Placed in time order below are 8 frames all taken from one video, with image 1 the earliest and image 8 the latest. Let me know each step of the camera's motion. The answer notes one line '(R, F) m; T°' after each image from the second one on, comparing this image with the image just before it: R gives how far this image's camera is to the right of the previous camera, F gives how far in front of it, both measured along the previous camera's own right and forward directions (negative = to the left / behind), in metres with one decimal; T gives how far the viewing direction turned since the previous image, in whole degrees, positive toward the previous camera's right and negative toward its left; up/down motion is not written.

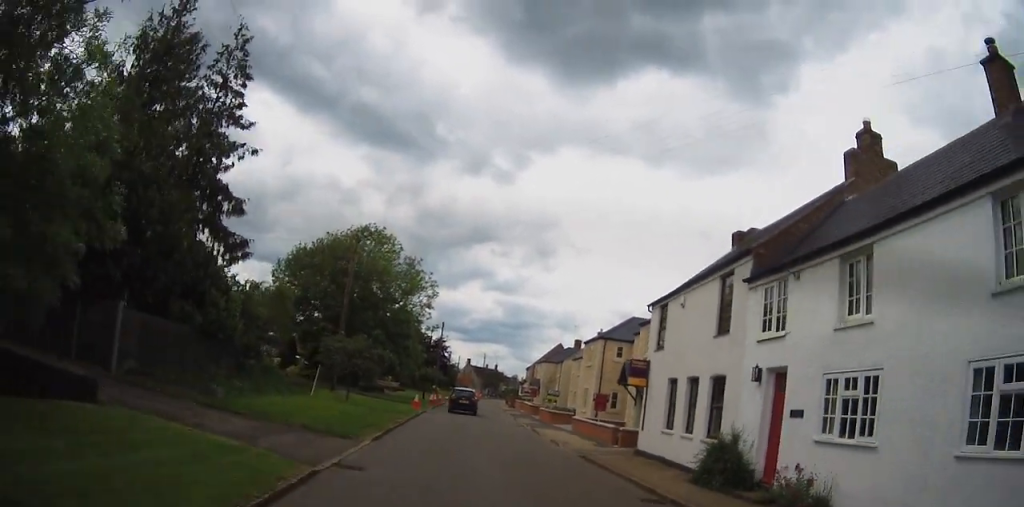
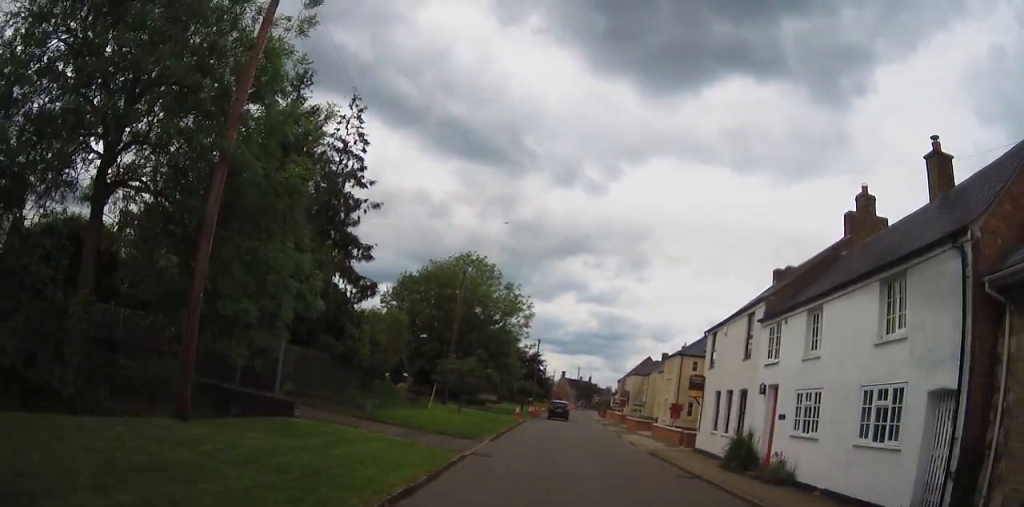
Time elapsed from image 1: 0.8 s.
(-0.5, +4.9) m; -9°
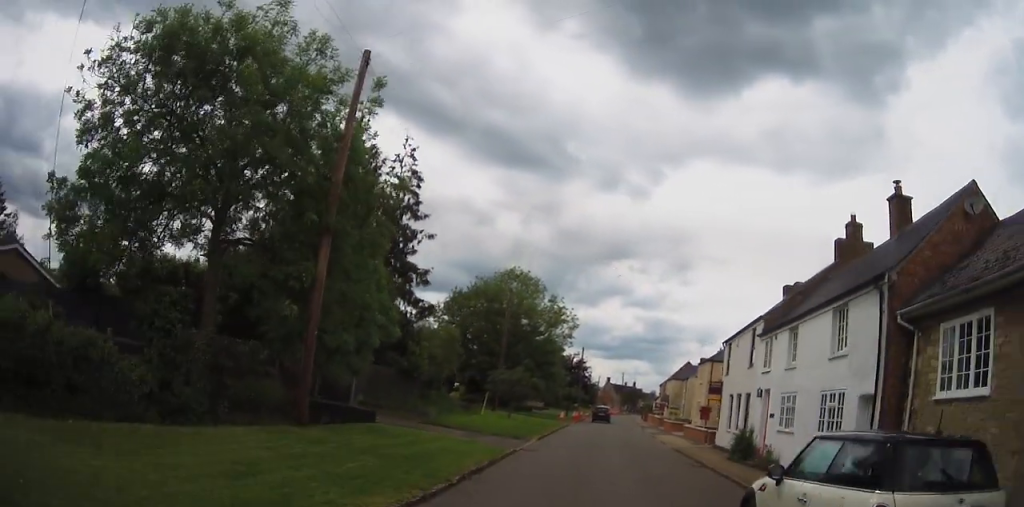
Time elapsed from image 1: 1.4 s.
(-0.2, +3.5) m; -4°
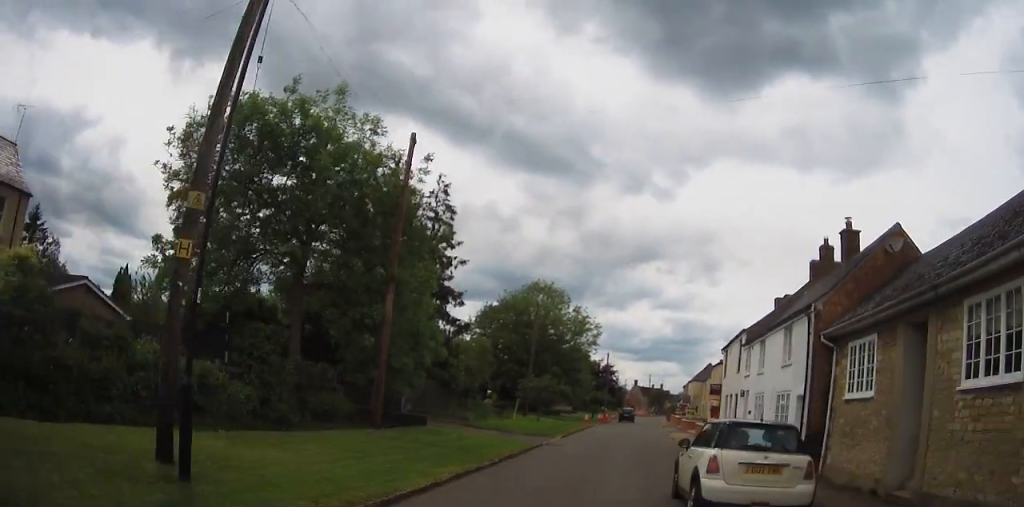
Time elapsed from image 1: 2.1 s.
(-0.3, +4.3) m; 0°
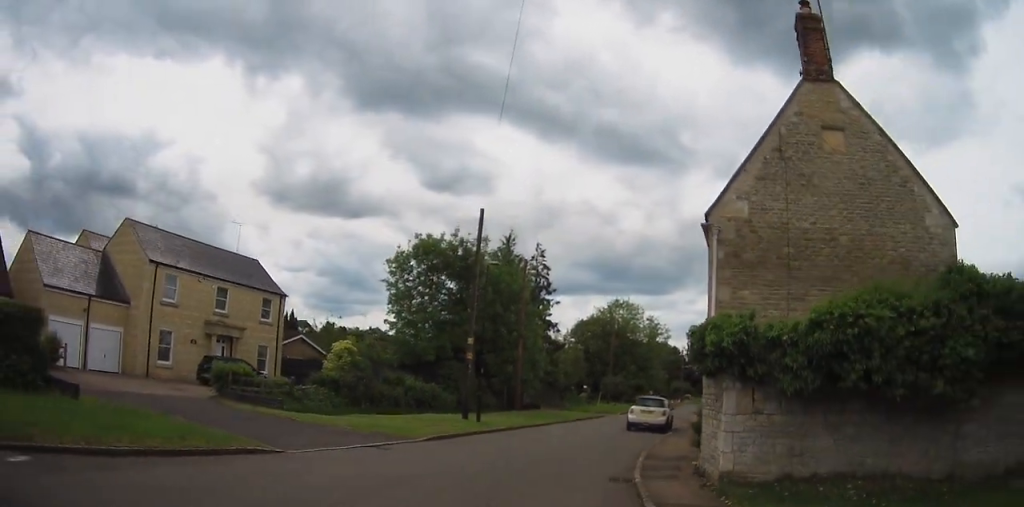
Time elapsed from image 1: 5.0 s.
(-1.6, +18.3) m; -8°
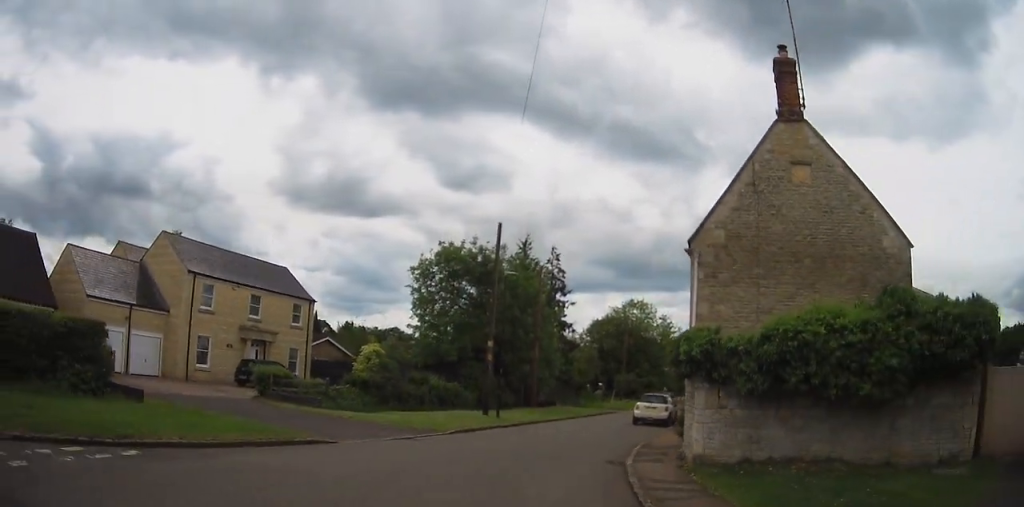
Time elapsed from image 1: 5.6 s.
(0.0, +2.7) m; -1°
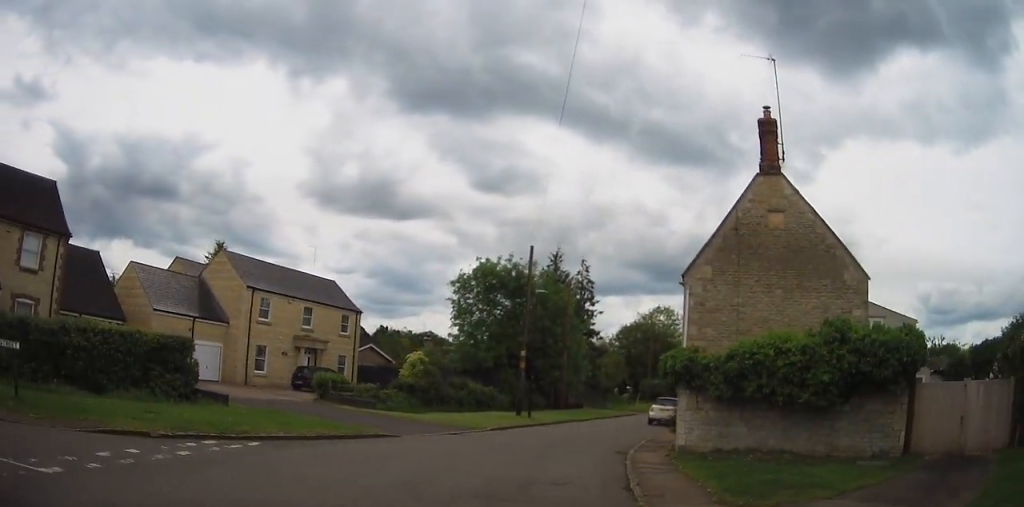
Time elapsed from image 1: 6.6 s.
(-0.1, +4.3) m; -6°
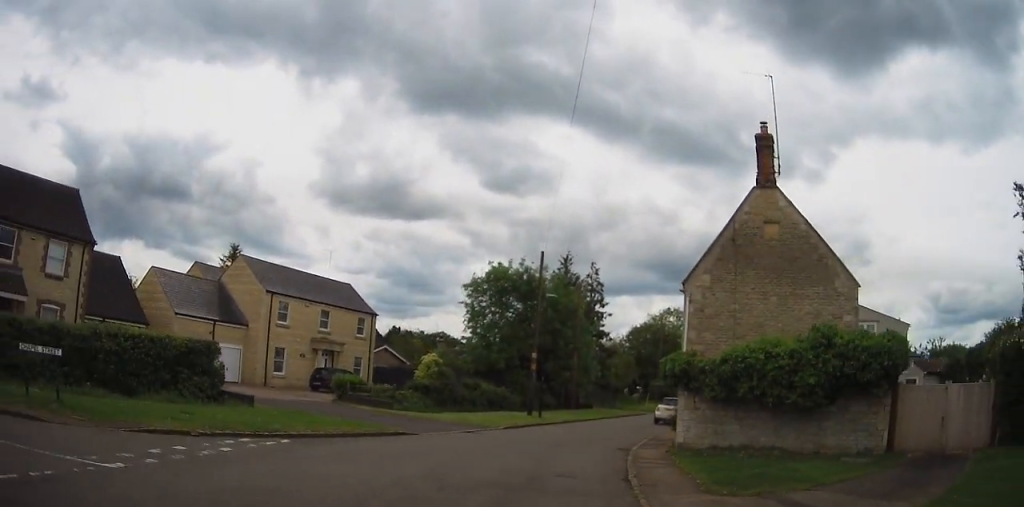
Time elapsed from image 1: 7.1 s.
(-0.1, +1.7) m; -4°
